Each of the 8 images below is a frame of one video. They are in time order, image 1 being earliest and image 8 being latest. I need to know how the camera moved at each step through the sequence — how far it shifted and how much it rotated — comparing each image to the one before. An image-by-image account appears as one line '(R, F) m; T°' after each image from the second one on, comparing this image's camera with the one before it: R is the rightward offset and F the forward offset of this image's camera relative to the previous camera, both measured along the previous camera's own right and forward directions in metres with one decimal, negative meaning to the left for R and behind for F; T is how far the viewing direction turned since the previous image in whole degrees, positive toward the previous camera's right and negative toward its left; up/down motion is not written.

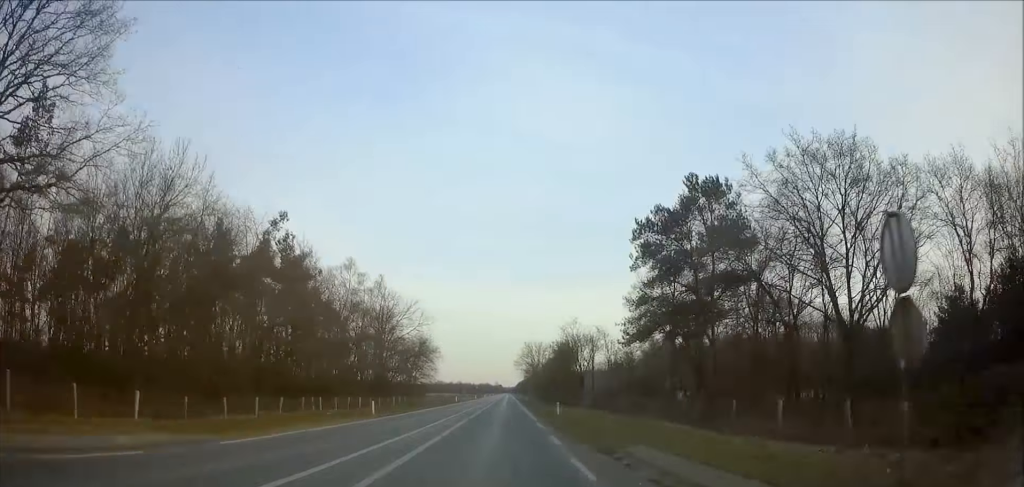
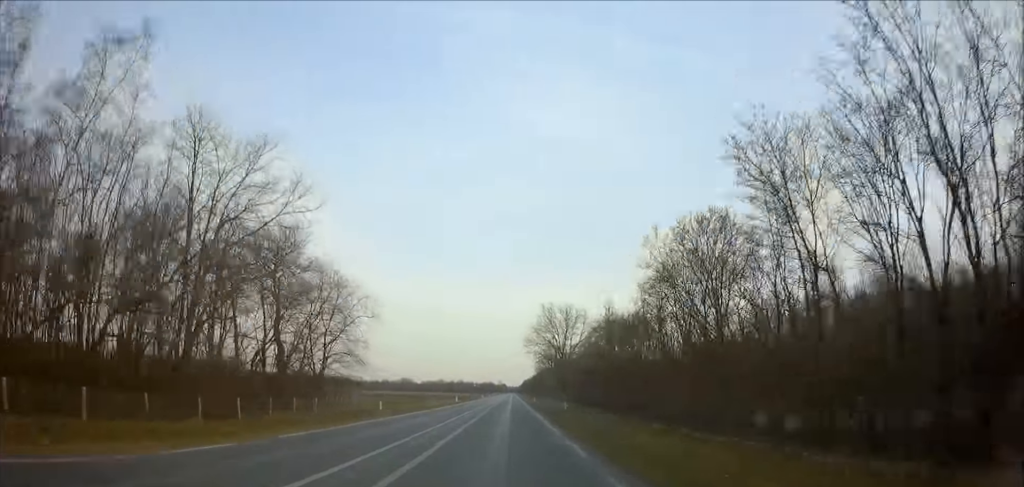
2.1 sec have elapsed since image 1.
(-0.1, +50.7) m; 0°
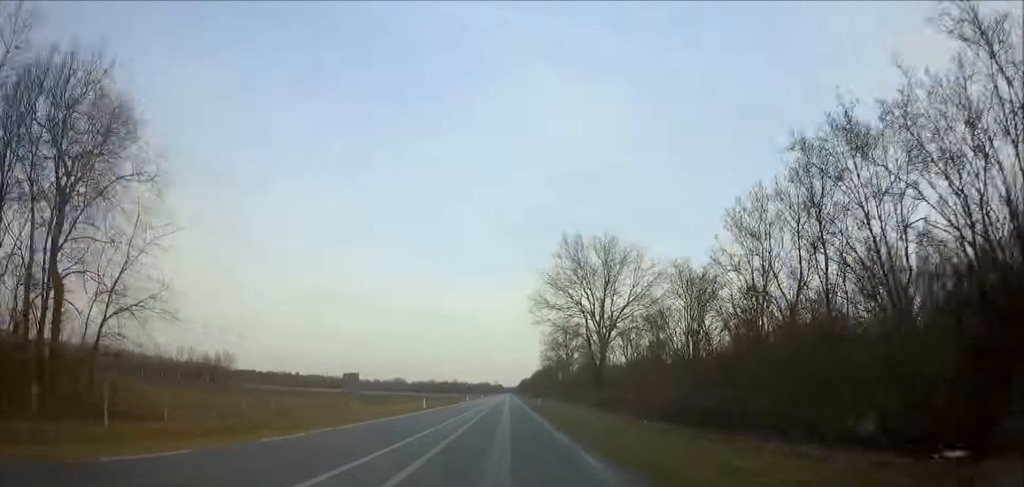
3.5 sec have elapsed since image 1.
(0.0, +31.9) m; 0°
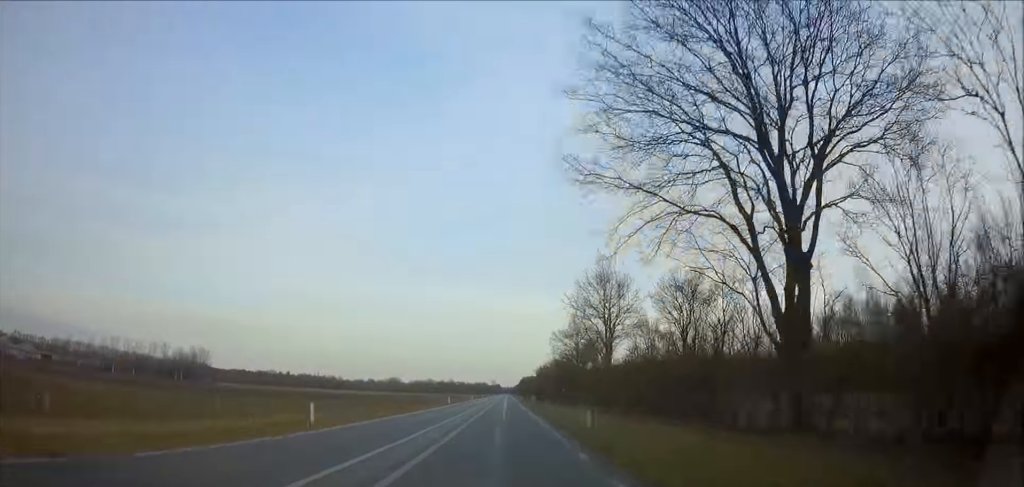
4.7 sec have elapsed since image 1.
(0.0, +29.0) m; 0°
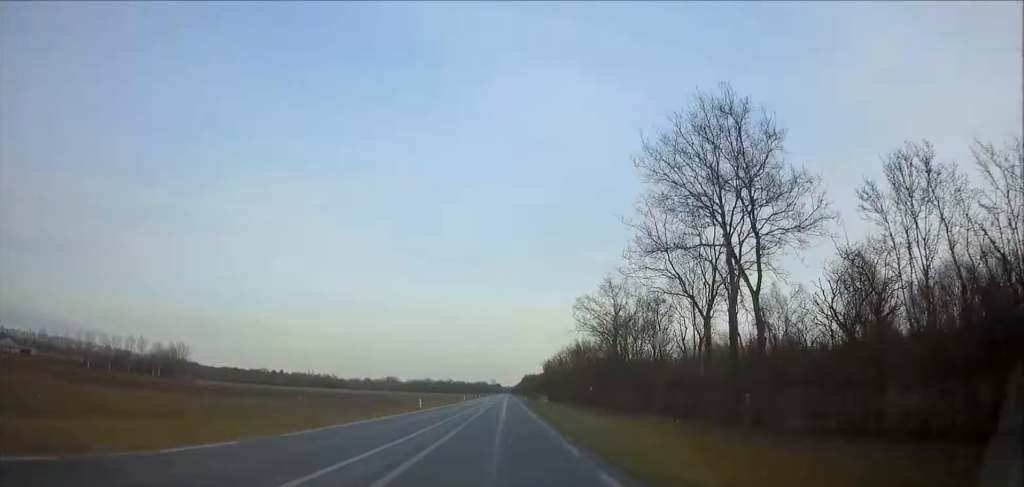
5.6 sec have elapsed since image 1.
(0.0, +22.6) m; 0°
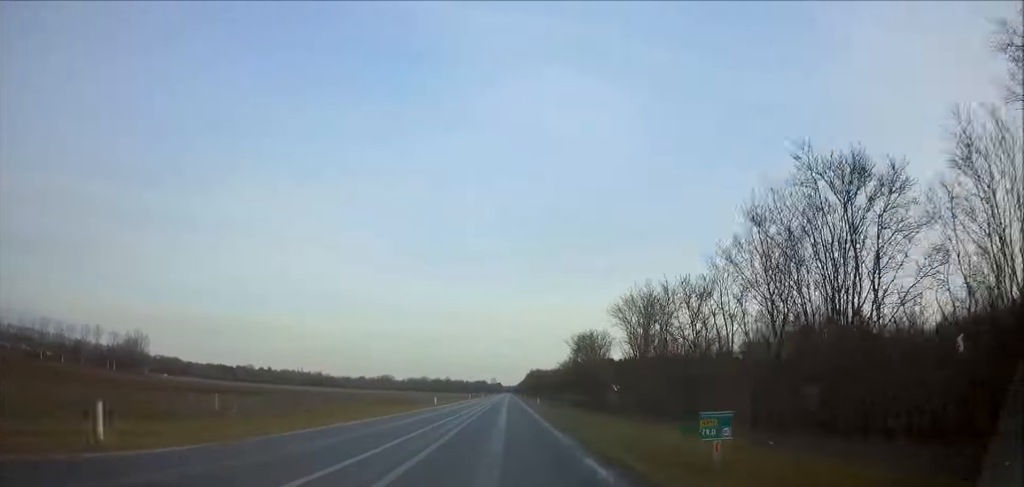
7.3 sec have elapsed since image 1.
(+0.2, +40.3) m; 0°
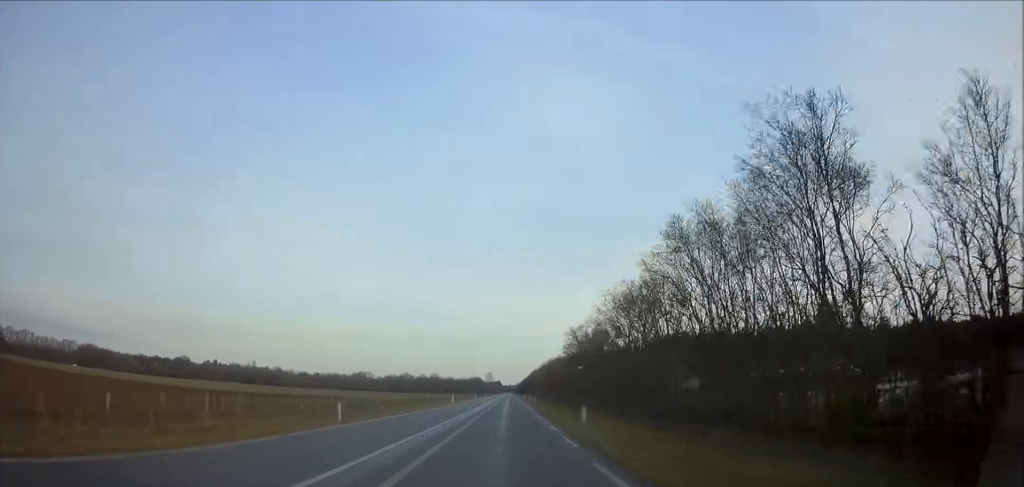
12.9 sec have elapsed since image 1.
(-0.3, +134.2) m; 0°
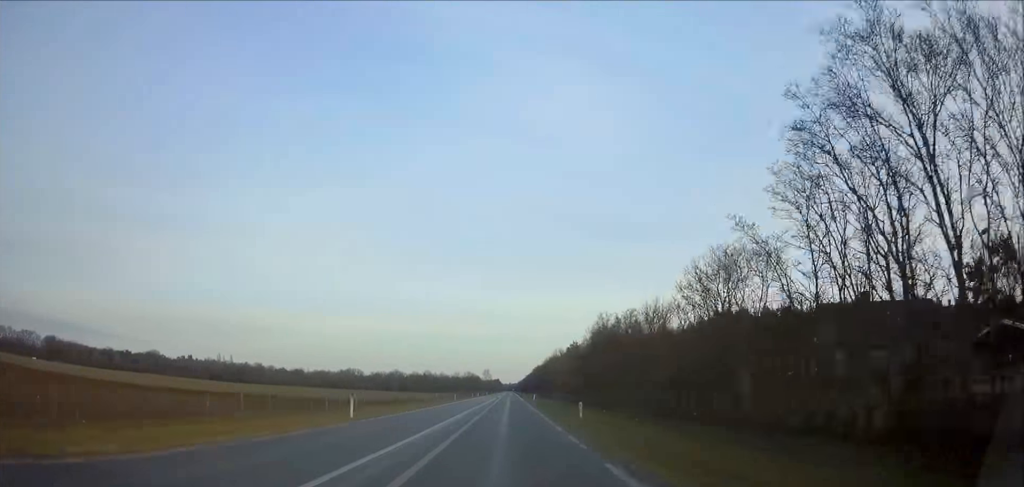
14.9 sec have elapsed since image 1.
(+0.1, +47.7) m; 0°
